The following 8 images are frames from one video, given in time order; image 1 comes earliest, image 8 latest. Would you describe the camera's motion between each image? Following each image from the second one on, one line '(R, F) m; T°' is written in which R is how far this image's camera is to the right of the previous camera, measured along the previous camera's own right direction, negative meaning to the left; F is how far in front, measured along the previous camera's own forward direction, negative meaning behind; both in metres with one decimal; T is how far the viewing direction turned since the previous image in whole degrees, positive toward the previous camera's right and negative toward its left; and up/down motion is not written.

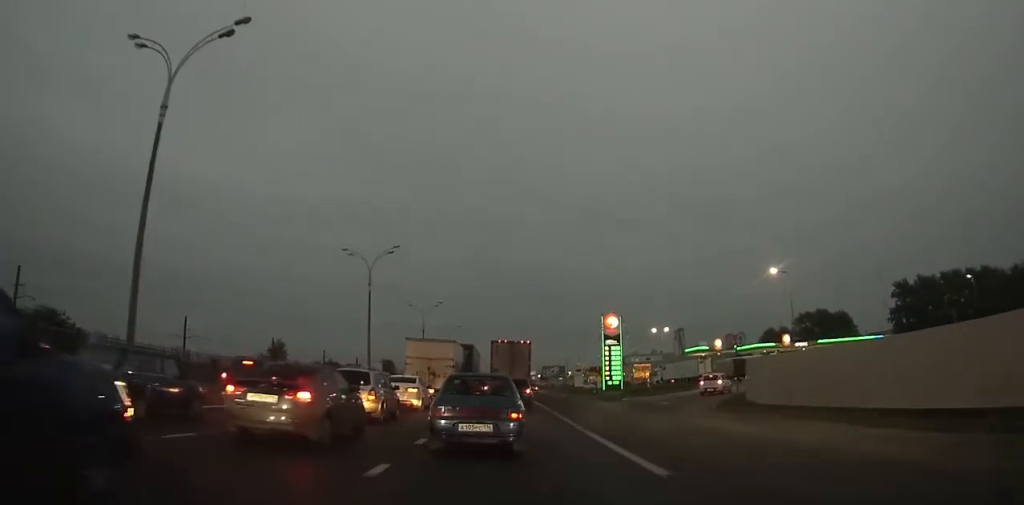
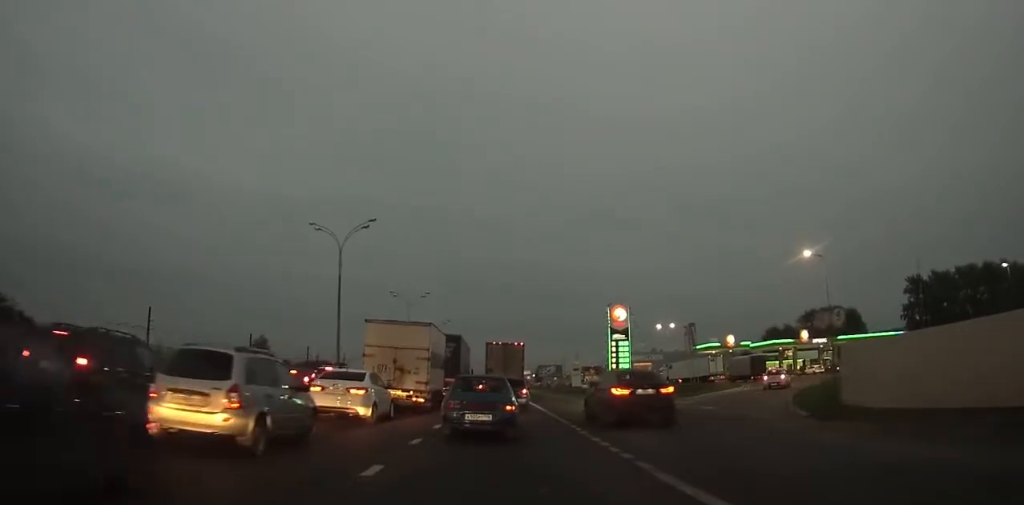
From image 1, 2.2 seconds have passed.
(0.0, +7.5) m; 0°
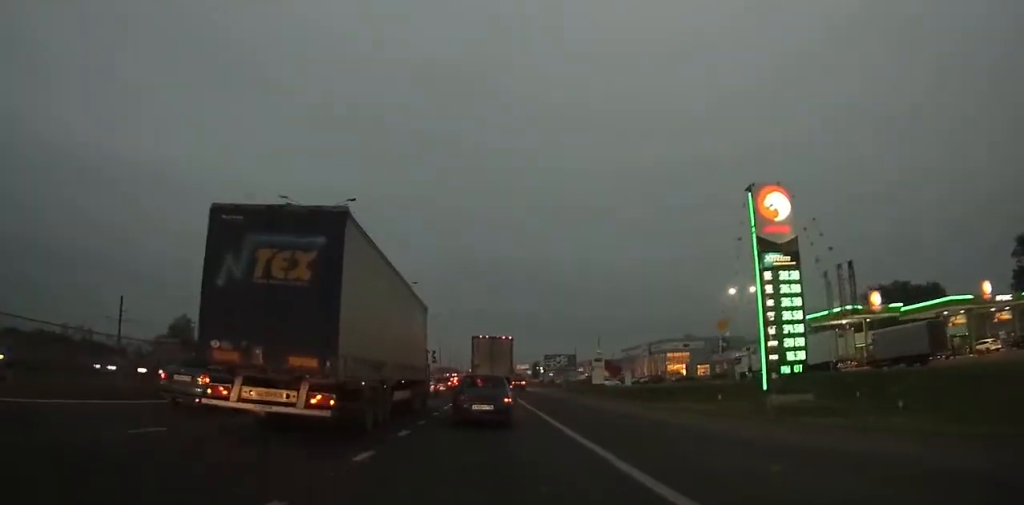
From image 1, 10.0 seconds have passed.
(+0.1, +38.3) m; 0°
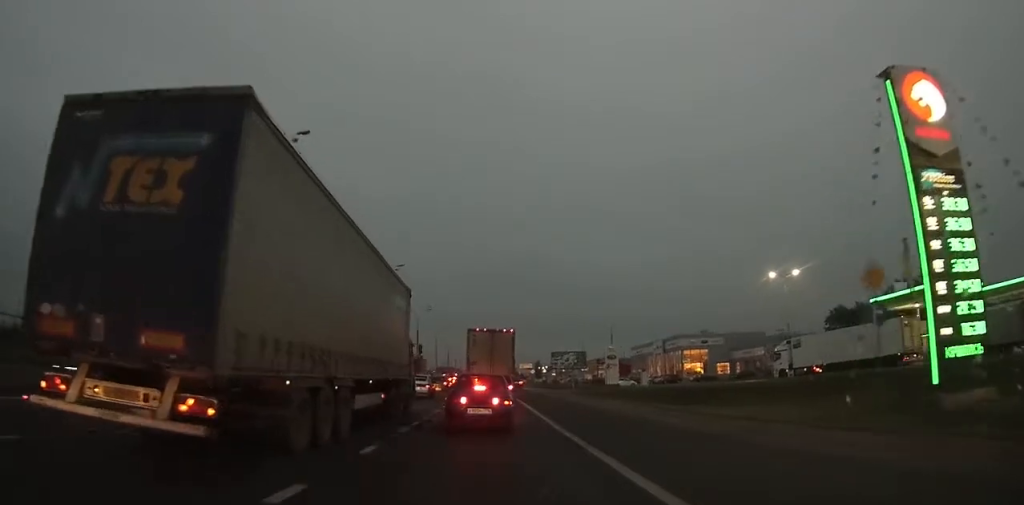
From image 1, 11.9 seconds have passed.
(+0.1, +9.4) m; +1°
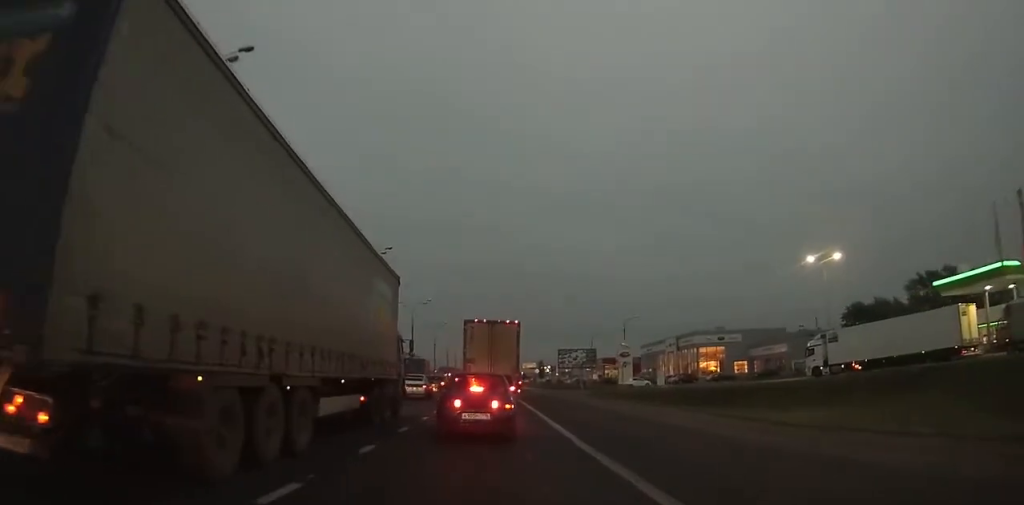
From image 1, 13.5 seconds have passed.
(0.0, +7.6) m; +1°
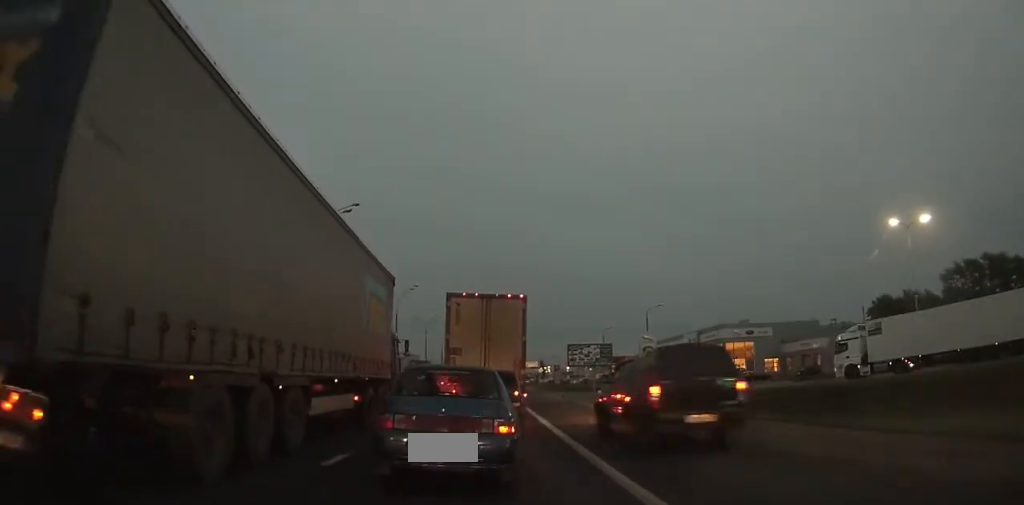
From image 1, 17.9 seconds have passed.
(+0.3, +13.6) m; +2°
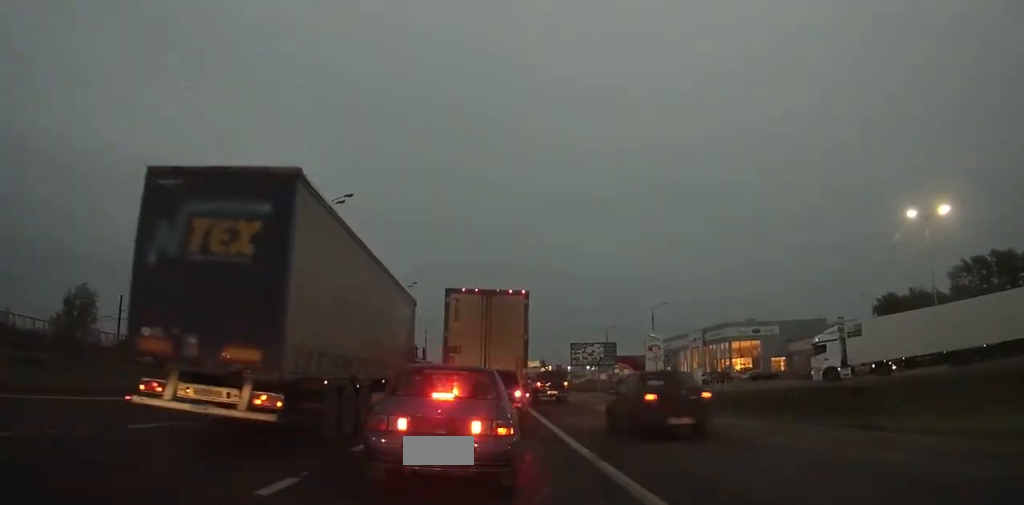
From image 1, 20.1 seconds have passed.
(+0.1, +4.0) m; -1°
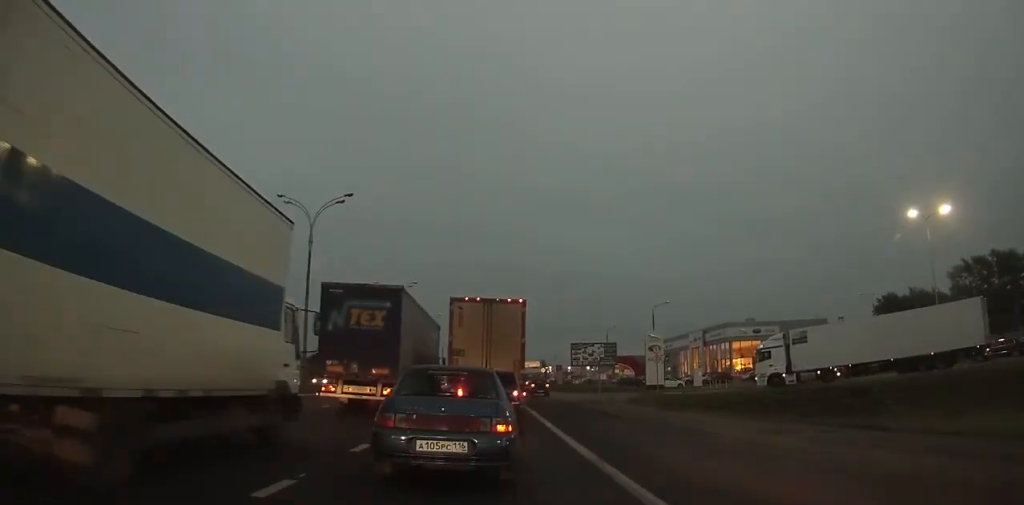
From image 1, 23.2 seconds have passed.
(-0.1, +3.1) m; -4°
